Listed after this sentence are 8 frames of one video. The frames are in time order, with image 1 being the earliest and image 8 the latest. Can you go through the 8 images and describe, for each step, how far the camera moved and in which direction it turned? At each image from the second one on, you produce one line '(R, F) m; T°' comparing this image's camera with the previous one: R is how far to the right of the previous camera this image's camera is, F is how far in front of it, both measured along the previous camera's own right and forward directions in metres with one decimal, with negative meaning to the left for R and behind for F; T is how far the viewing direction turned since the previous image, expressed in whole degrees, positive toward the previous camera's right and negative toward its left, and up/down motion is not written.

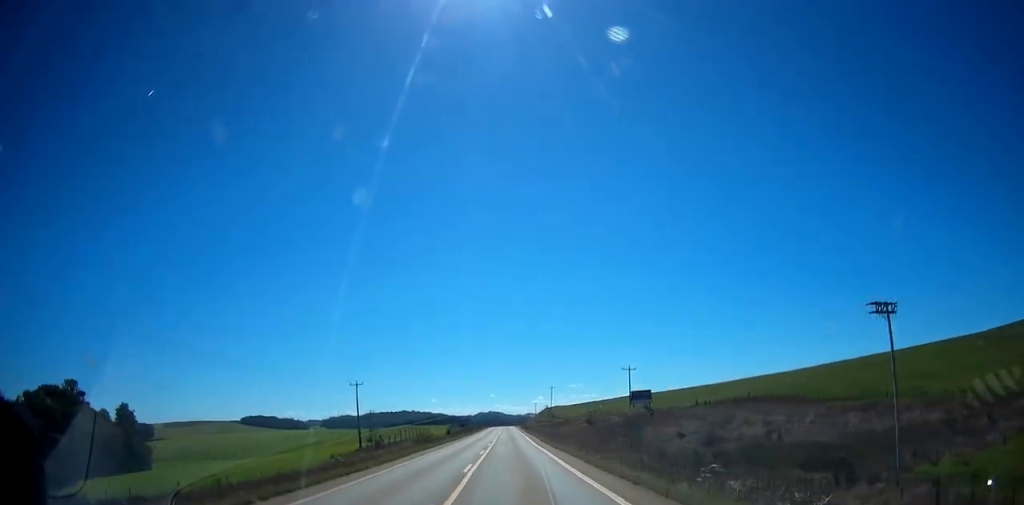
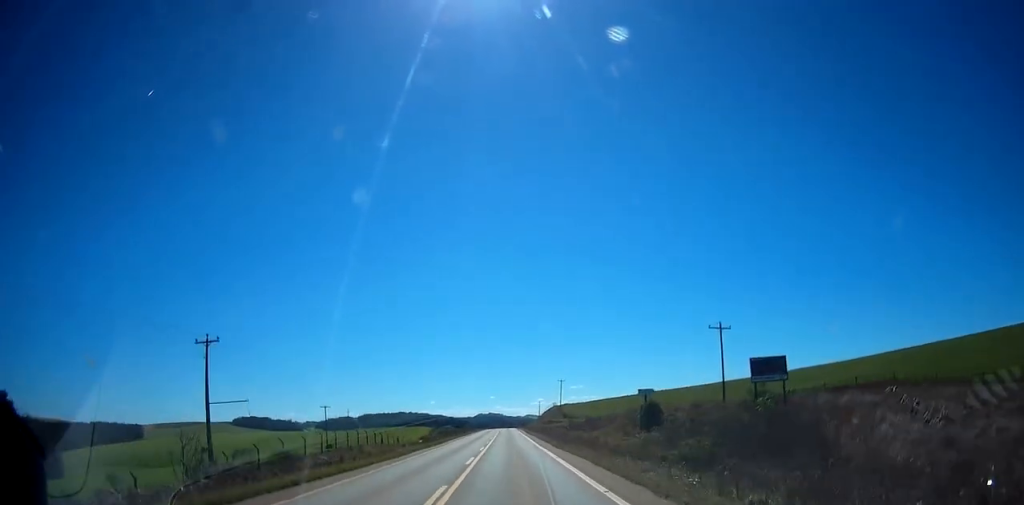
(+0.1, +44.9) m; +1°
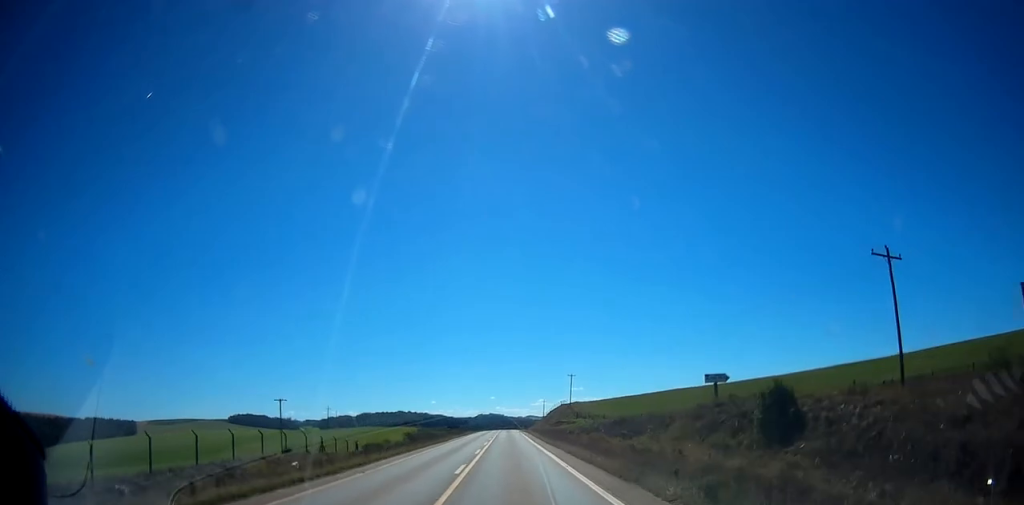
(+0.2, +28.6) m; +1°
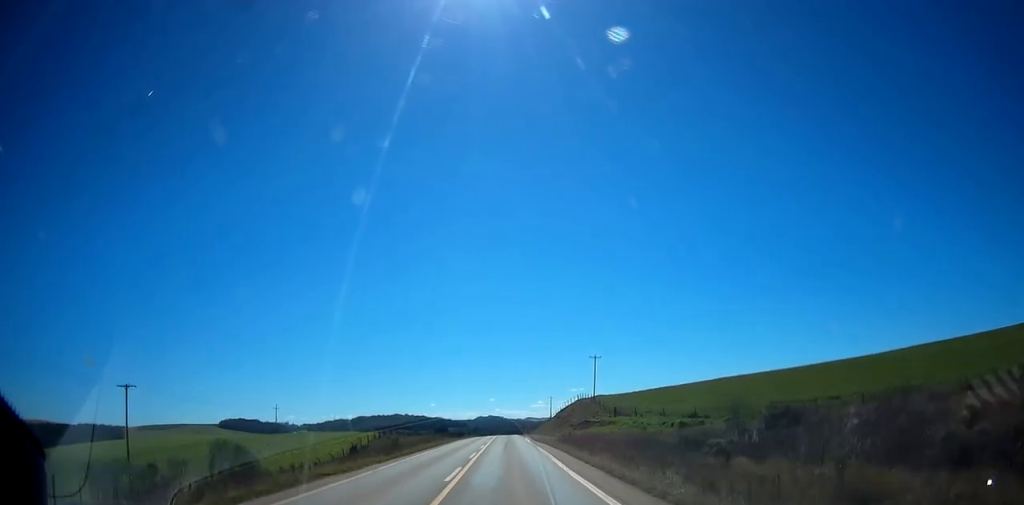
(+0.5, +49.0) m; 0°
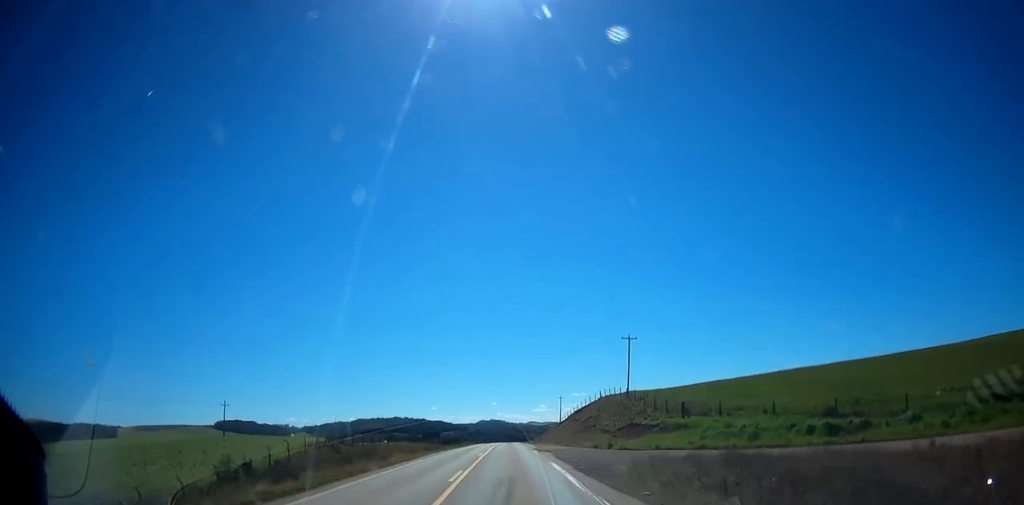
(-0.1, +33.7) m; 0°
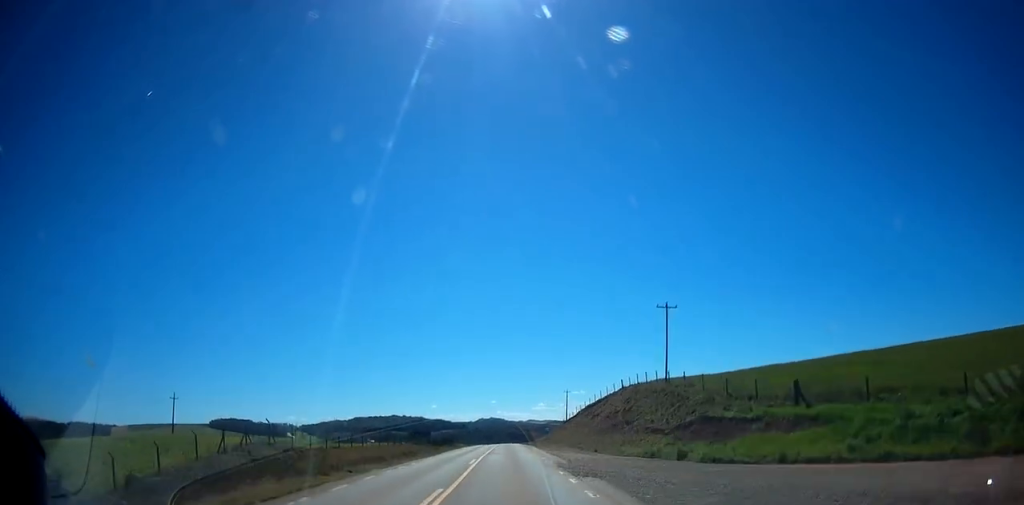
(0.0, +22.8) m; -1°
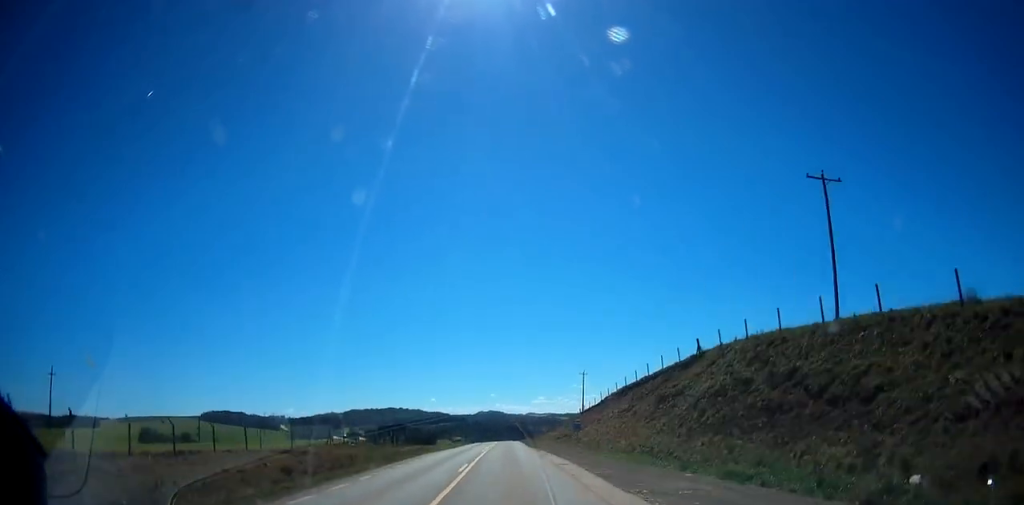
(-0.4, +38.0) m; 0°
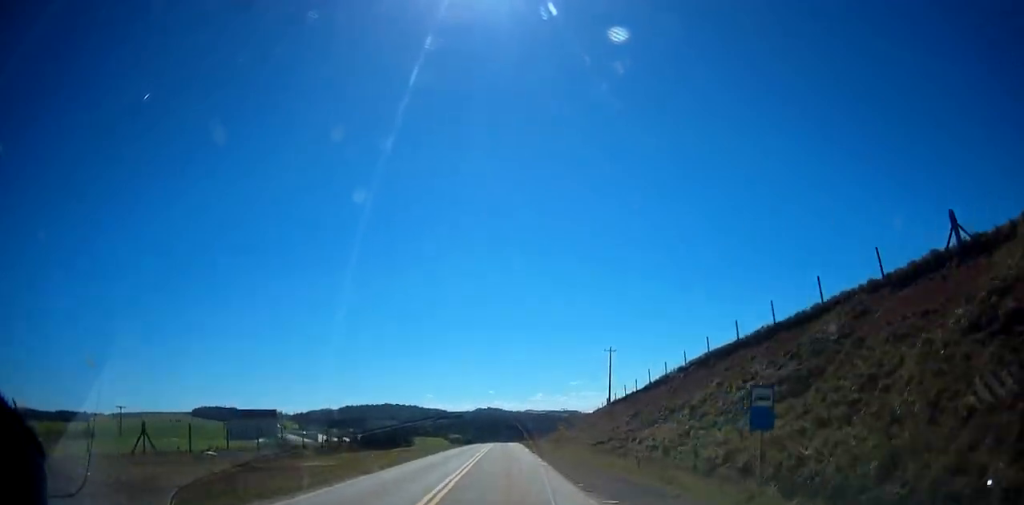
(+0.1, +36.1) m; +1°
